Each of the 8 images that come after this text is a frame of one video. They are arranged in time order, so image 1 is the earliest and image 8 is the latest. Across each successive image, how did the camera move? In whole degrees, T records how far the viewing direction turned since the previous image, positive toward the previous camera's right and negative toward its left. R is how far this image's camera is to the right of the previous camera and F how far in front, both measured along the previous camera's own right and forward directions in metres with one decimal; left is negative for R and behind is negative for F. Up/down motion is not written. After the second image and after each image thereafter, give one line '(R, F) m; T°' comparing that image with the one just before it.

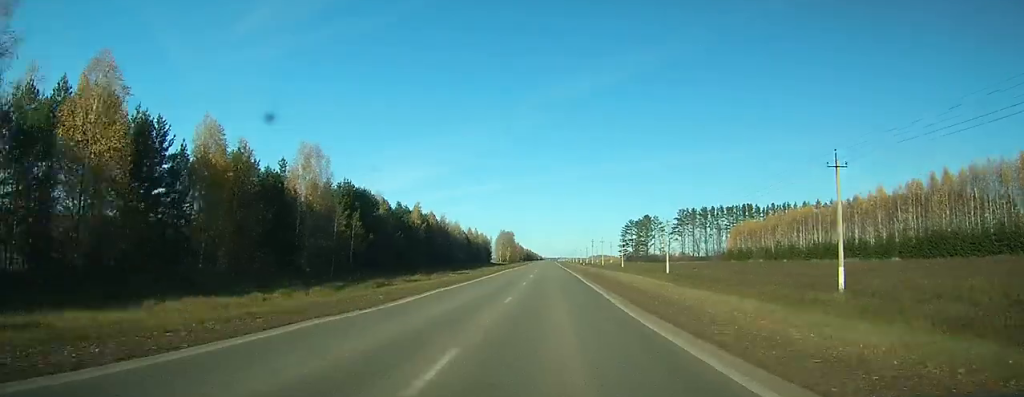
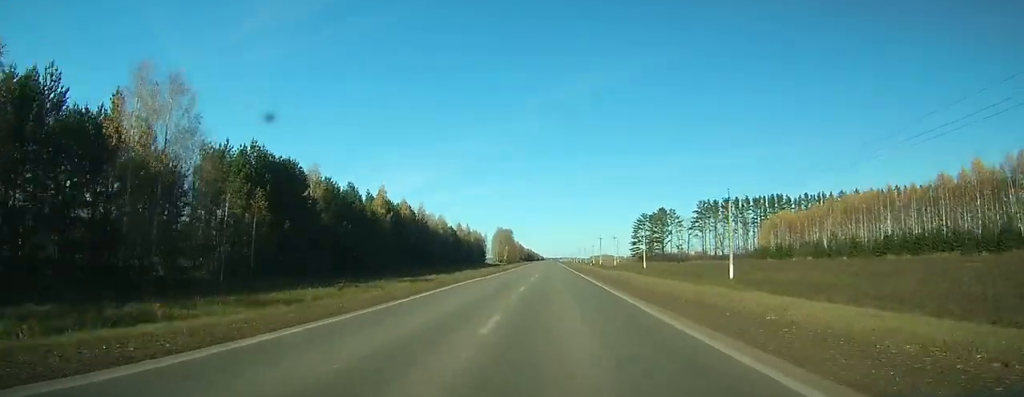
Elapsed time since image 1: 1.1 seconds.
(0.0, +31.0) m; 0°
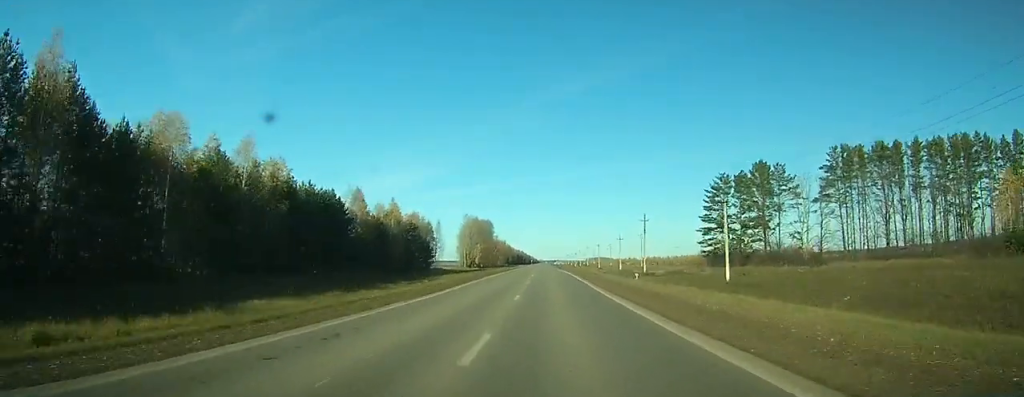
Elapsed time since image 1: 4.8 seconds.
(+0.3, +104.7) m; 0°
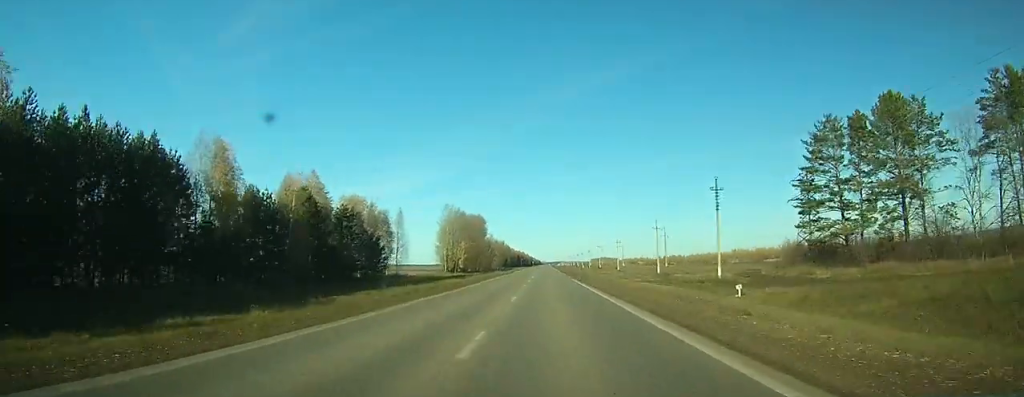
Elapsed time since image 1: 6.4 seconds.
(0.0, +46.4) m; 0°
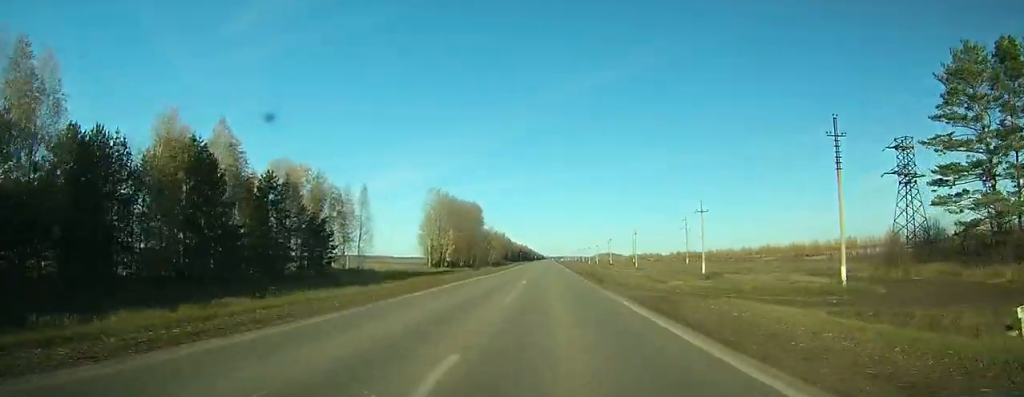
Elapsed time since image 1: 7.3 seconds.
(0.0, +28.1) m; 0°
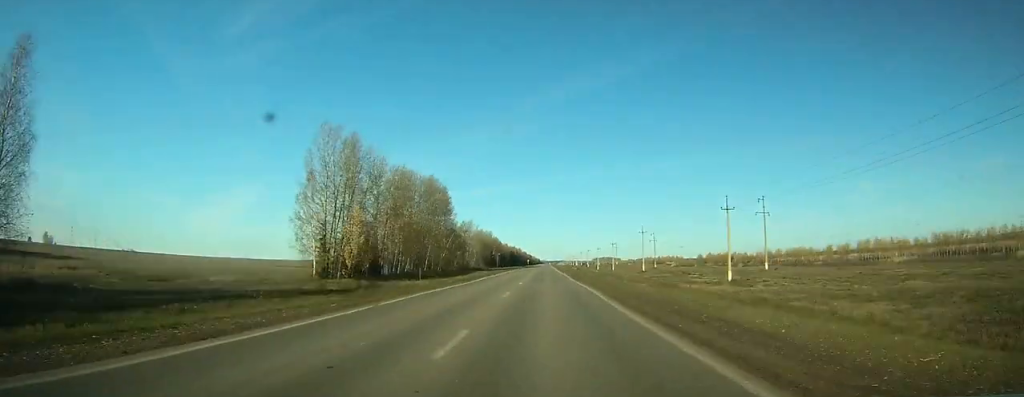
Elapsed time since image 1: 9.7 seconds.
(-0.2, +71.6) m; 0°
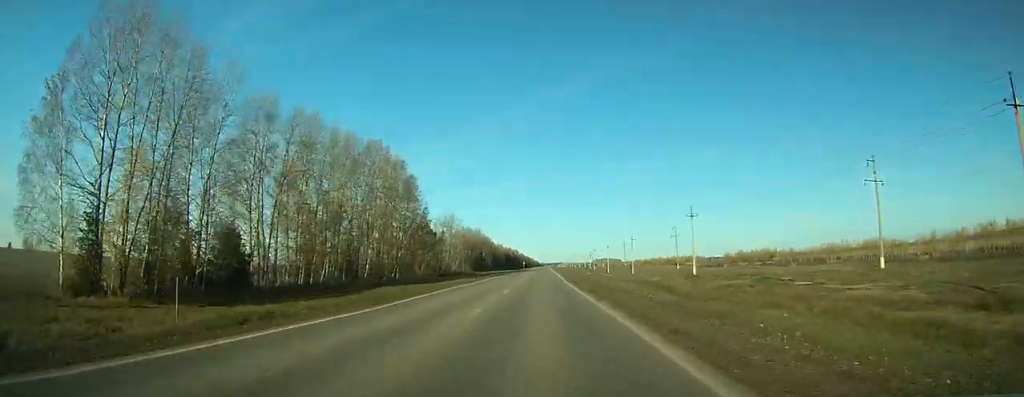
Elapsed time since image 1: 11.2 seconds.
(+0.1, +42.1) m; 0°
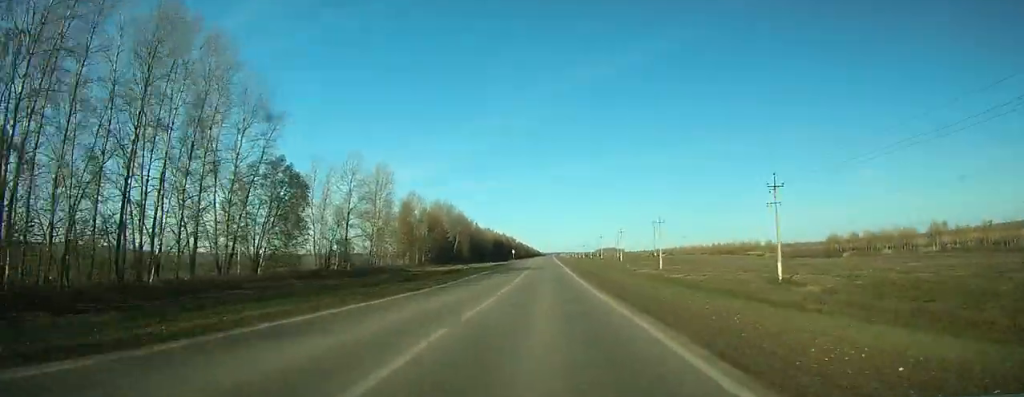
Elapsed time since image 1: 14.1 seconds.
(-0.1, +81.2) m; 0°
